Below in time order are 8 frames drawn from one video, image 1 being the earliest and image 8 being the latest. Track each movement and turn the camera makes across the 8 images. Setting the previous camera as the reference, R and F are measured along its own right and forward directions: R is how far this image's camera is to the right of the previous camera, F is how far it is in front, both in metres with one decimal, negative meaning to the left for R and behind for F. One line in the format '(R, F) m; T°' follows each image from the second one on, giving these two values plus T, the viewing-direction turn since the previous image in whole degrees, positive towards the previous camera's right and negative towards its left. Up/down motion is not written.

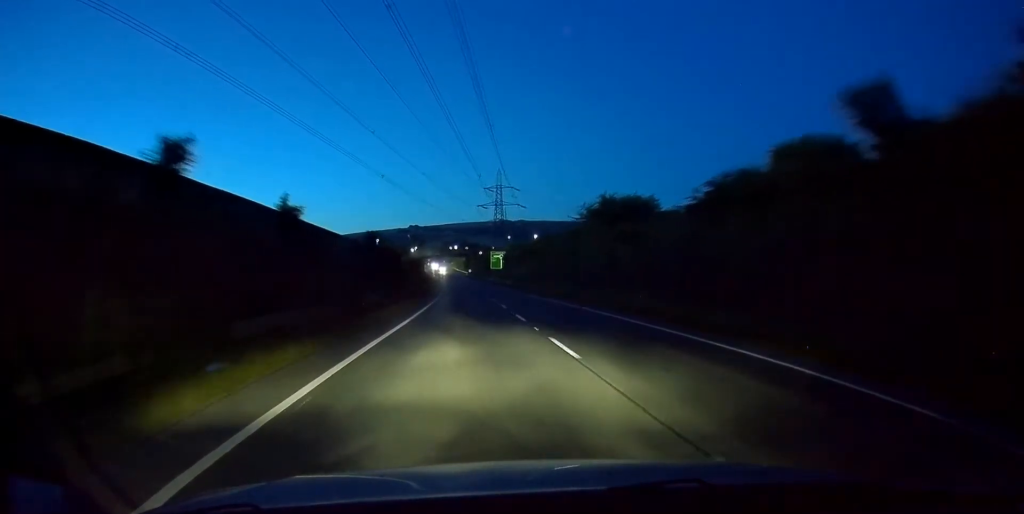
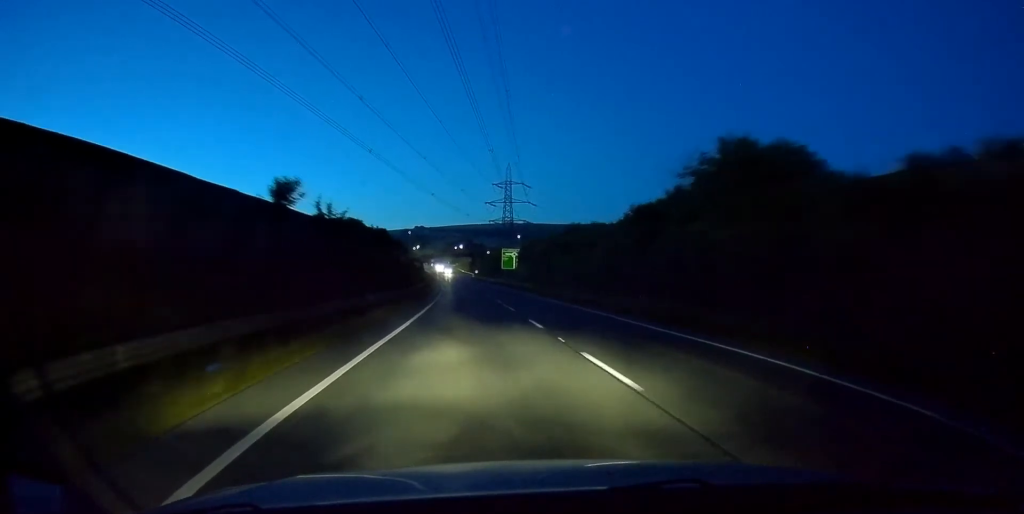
(+0.2, +20.6) m; +1°
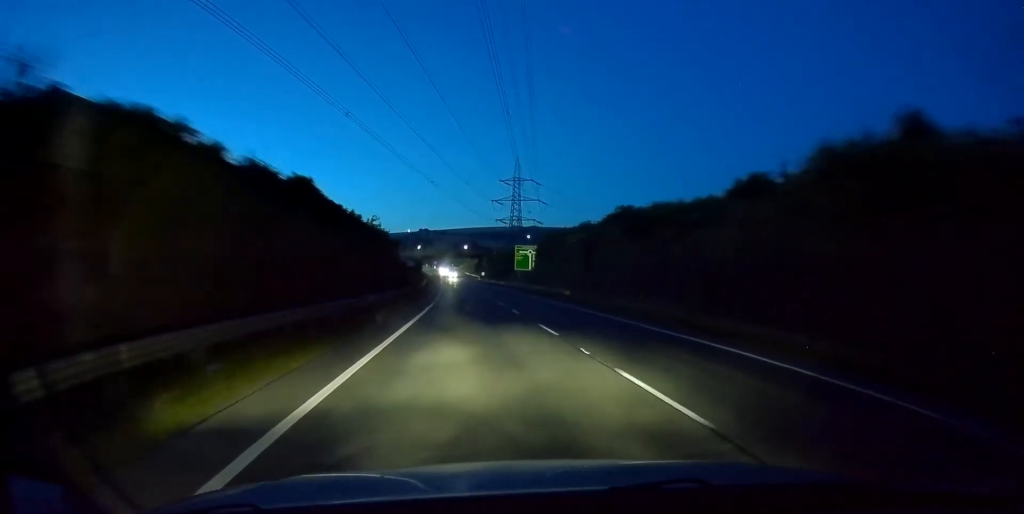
(+0.1, +19.1) m; 0°
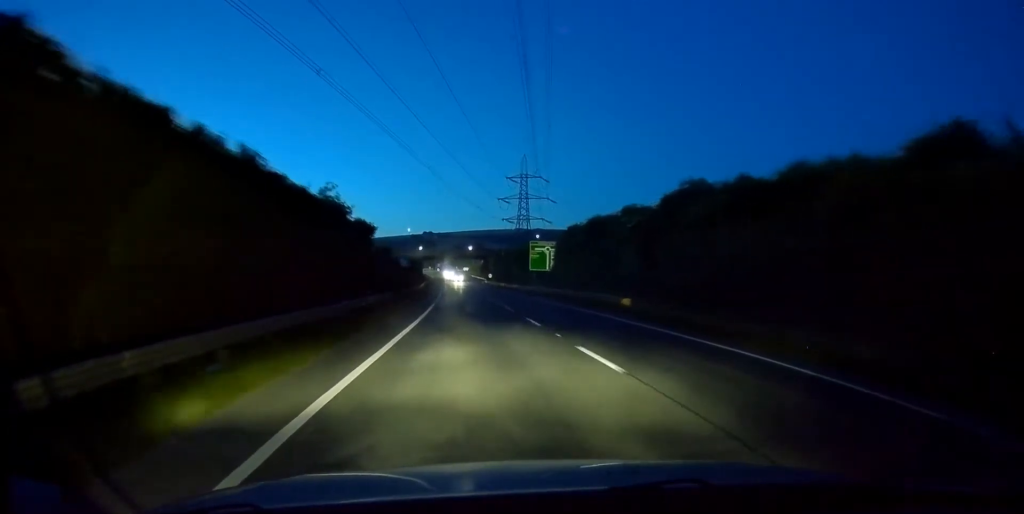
(0.0, +14.3) m; -1°
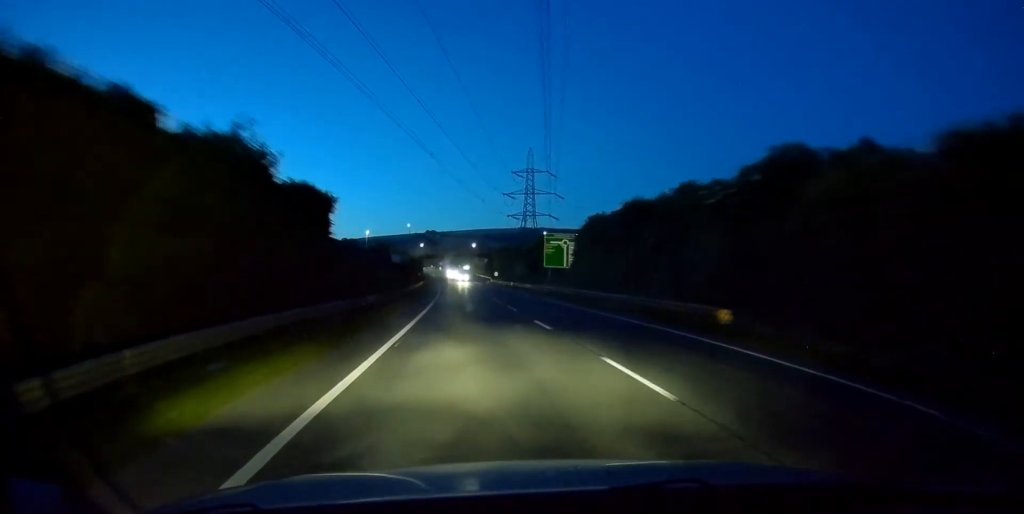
(-0.1, +10.8) m; 0°
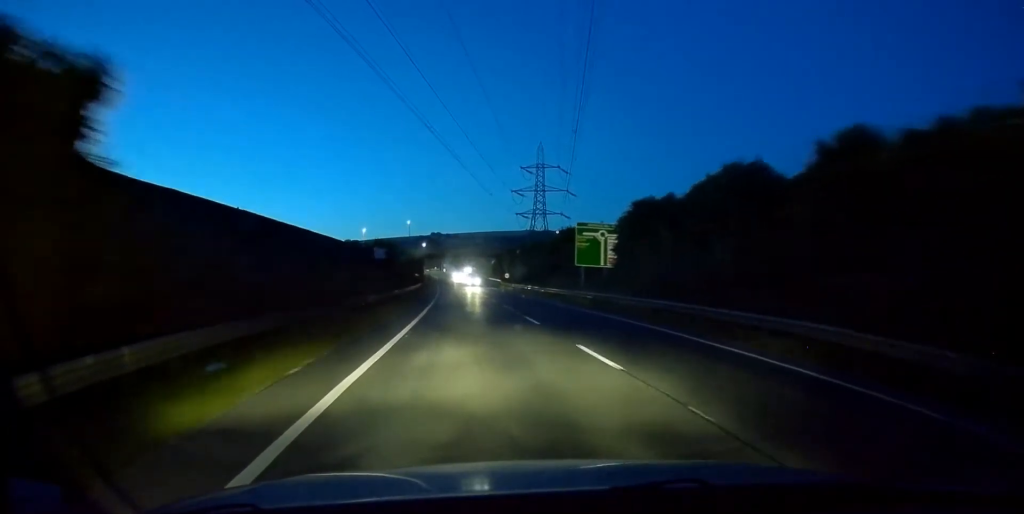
(-0.1, +15.4) m; -1°
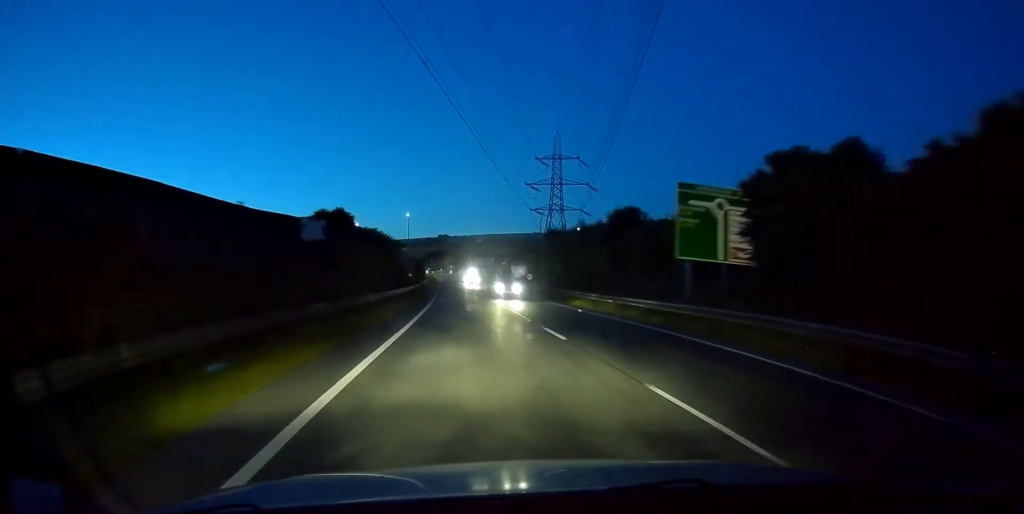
(-0.1, +22.4) m; 0°
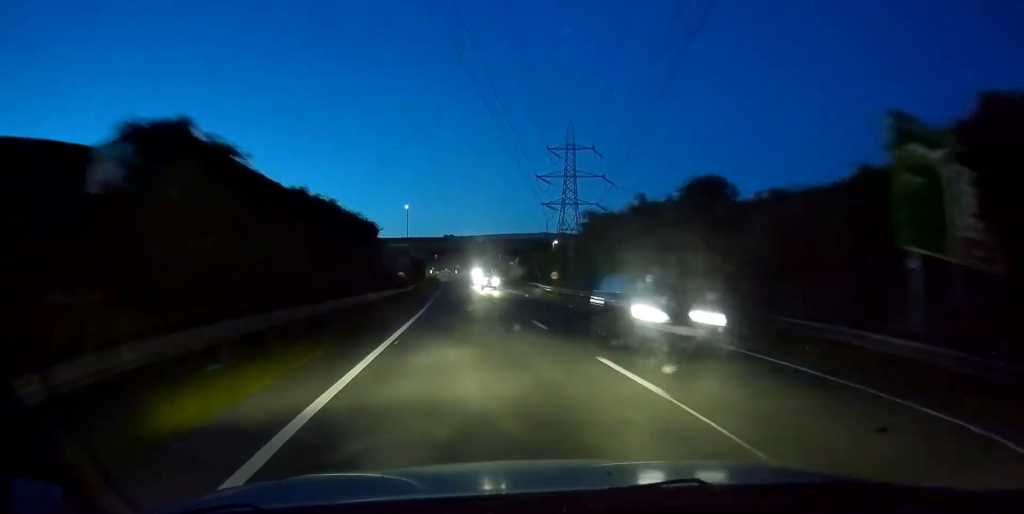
(0.0, +15.2) m; 0°
